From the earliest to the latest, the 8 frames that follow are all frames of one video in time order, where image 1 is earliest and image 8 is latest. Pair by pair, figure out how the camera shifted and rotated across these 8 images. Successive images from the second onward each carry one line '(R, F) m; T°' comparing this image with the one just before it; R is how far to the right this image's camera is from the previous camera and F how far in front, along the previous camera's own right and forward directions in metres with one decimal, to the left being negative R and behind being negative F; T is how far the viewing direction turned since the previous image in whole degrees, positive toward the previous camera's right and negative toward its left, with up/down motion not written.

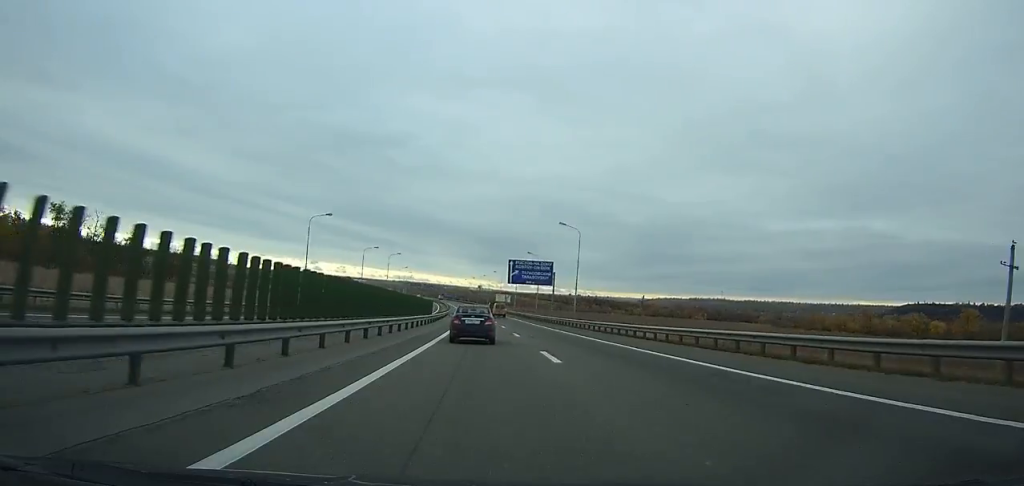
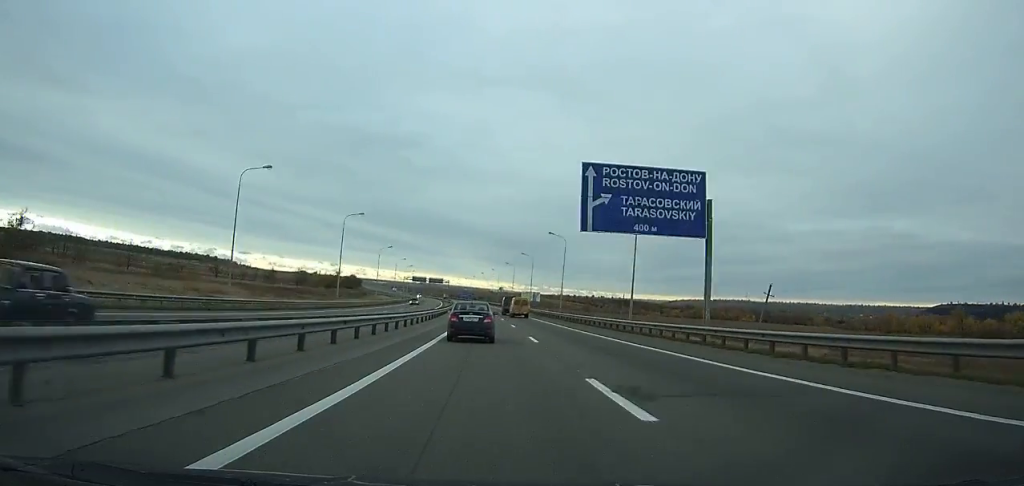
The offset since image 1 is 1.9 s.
(-0.8, +53.8) m; -2°
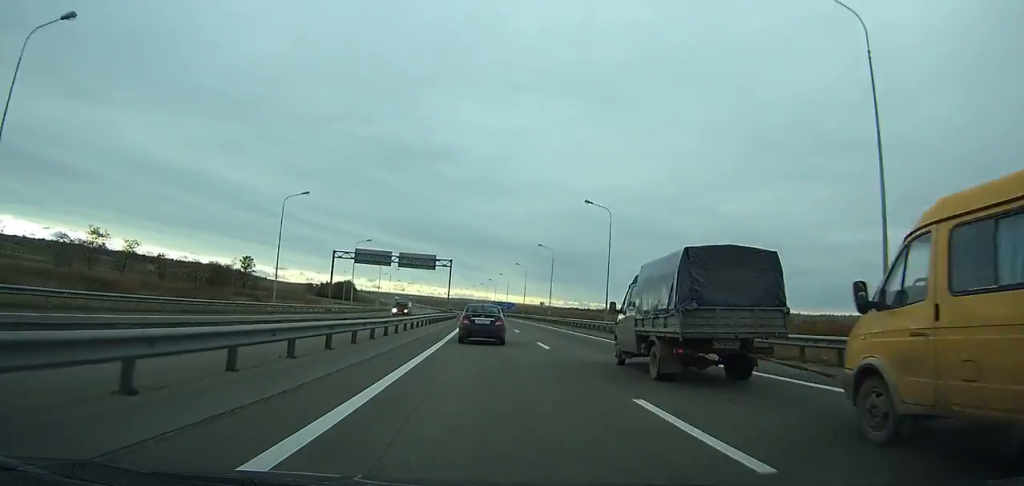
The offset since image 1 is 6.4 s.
(-4.6, +126.0) m; -4°
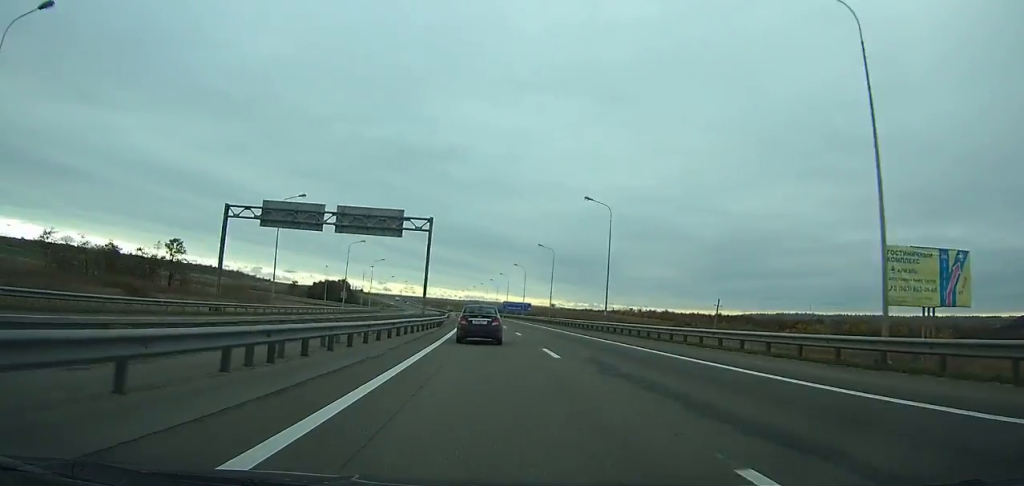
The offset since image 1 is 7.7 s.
(-0.3, +37.5) m; -1°
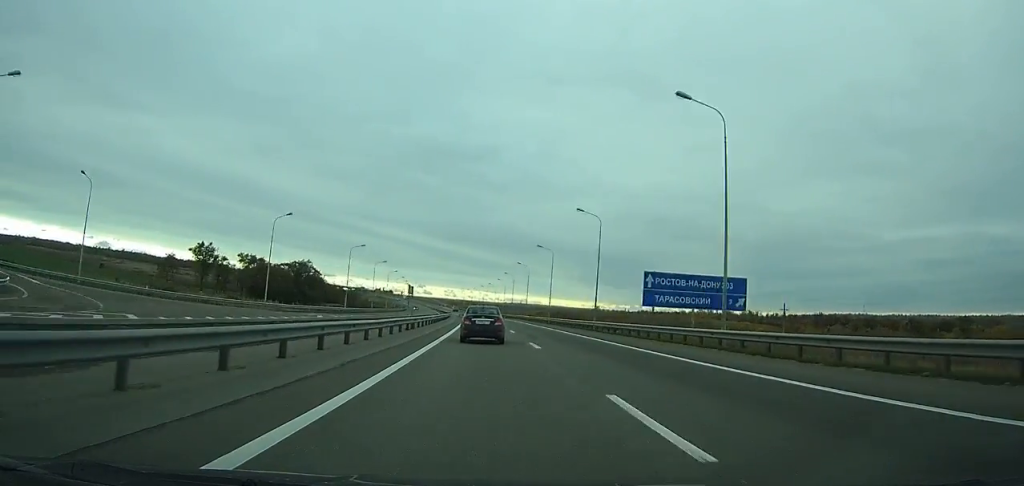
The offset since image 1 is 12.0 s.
(-4.3, +127.1) m; -4°
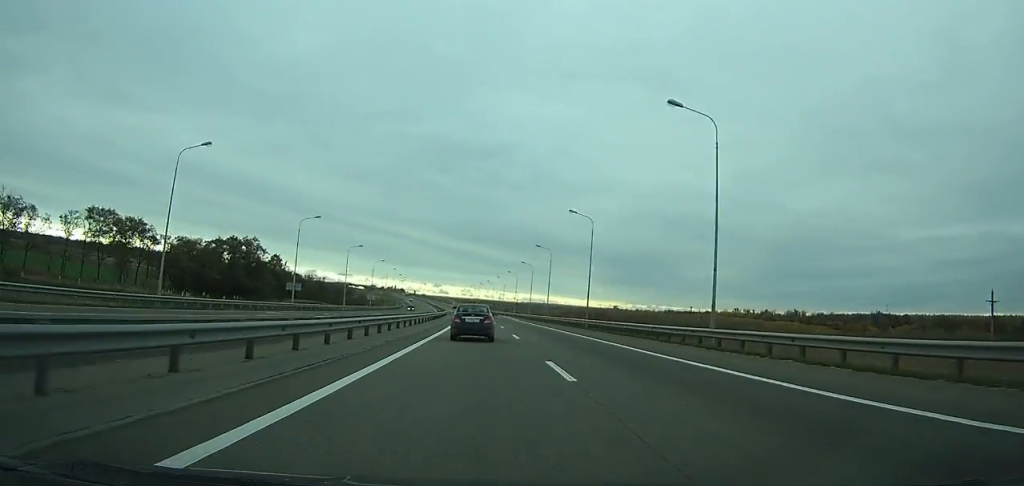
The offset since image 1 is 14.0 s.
(-1.1, +58.0) m; -2°
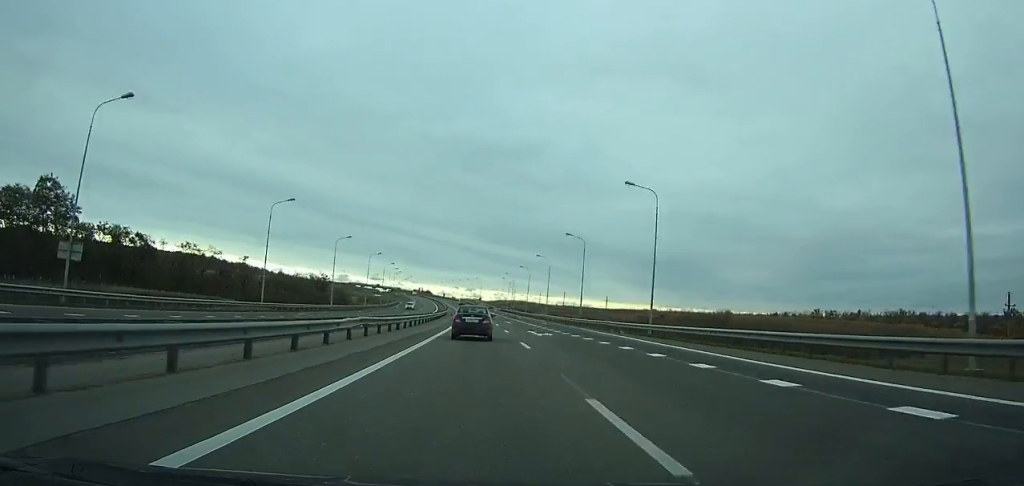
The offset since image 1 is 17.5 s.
(-2.7, +97.6) m; -3°
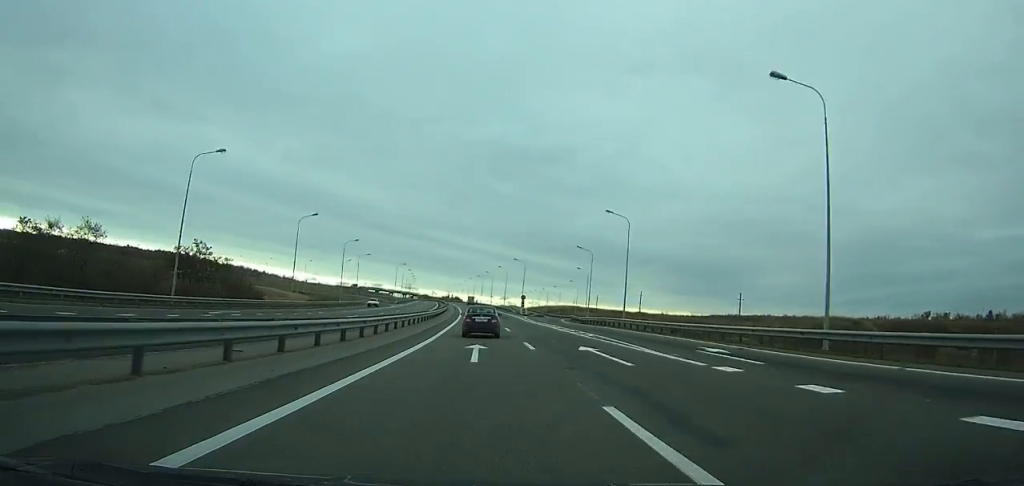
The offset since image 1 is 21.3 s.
(-2.6, +101.0) m; -3°
